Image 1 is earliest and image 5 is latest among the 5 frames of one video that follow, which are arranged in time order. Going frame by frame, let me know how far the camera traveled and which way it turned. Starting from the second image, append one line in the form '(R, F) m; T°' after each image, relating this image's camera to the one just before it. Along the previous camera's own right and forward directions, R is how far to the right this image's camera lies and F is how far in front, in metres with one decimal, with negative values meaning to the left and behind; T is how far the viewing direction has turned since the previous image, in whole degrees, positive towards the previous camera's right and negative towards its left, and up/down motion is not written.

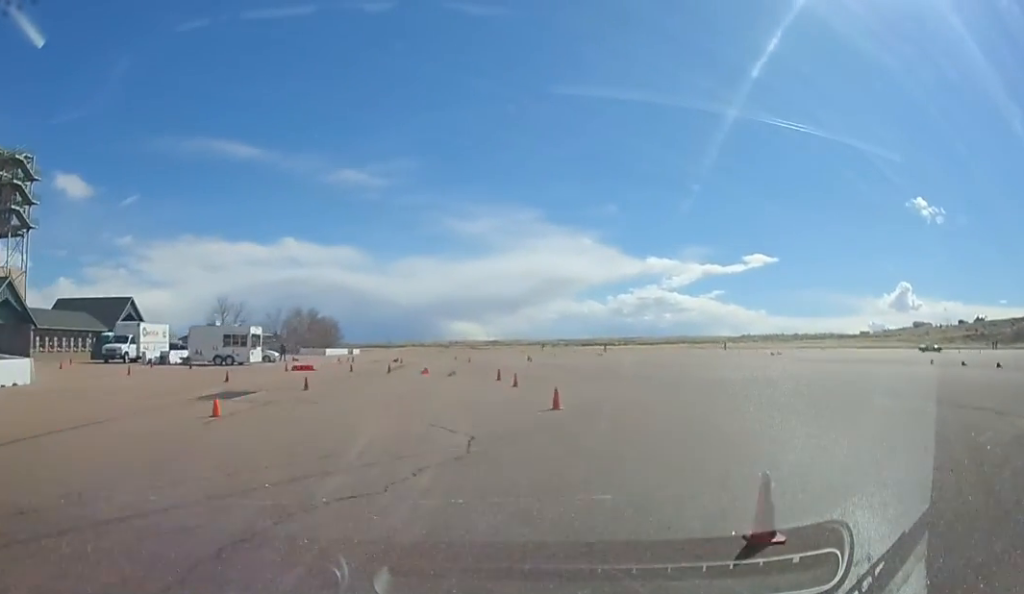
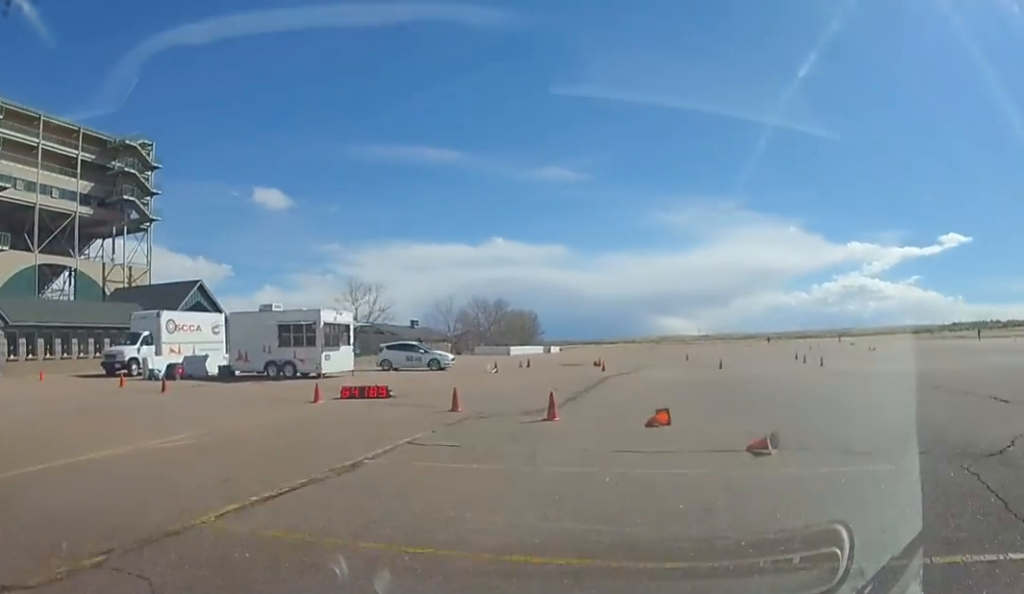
(-1.8, +23.2) m; -19°
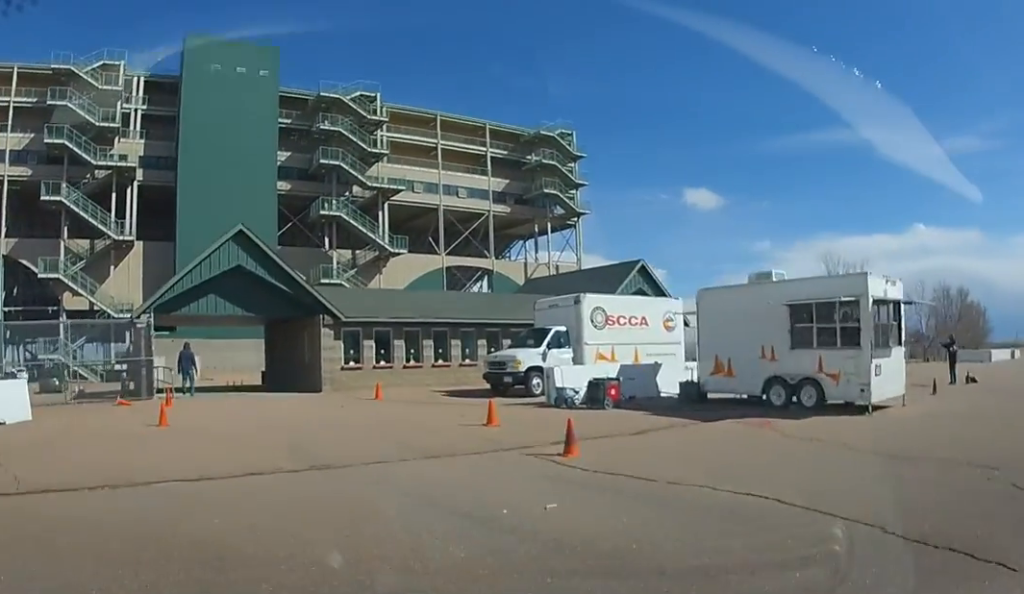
(-4.1, +12.9) m; -37°
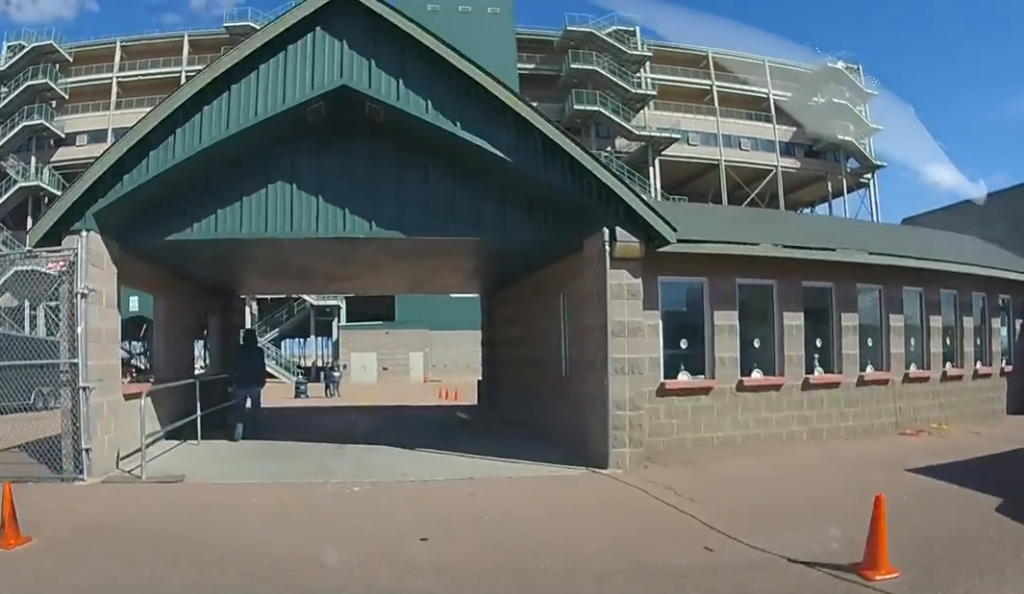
(-3.6, +13.3) m; -24°
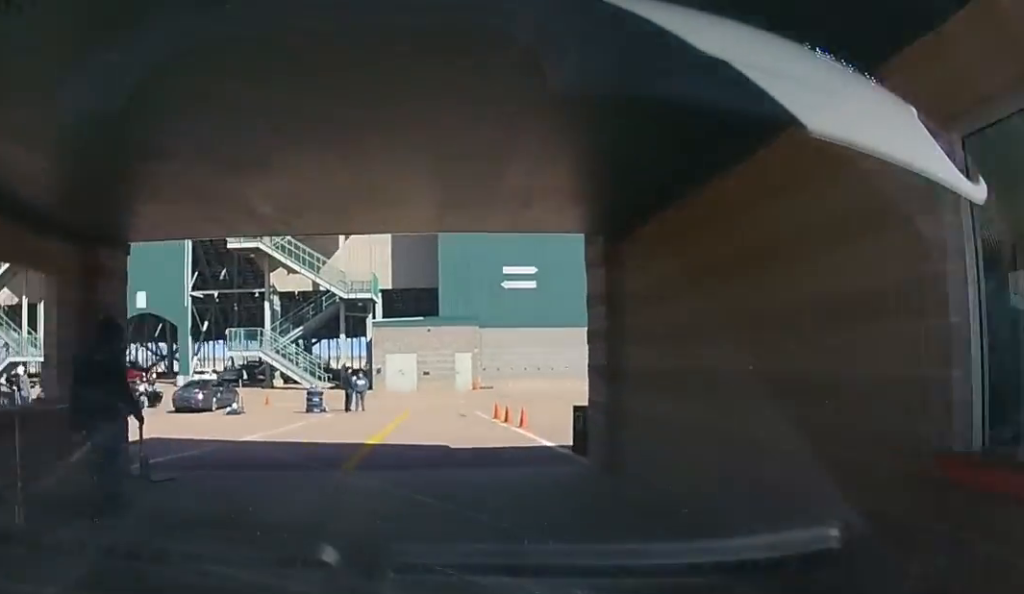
(-0.6, +7.0) m; -4°
